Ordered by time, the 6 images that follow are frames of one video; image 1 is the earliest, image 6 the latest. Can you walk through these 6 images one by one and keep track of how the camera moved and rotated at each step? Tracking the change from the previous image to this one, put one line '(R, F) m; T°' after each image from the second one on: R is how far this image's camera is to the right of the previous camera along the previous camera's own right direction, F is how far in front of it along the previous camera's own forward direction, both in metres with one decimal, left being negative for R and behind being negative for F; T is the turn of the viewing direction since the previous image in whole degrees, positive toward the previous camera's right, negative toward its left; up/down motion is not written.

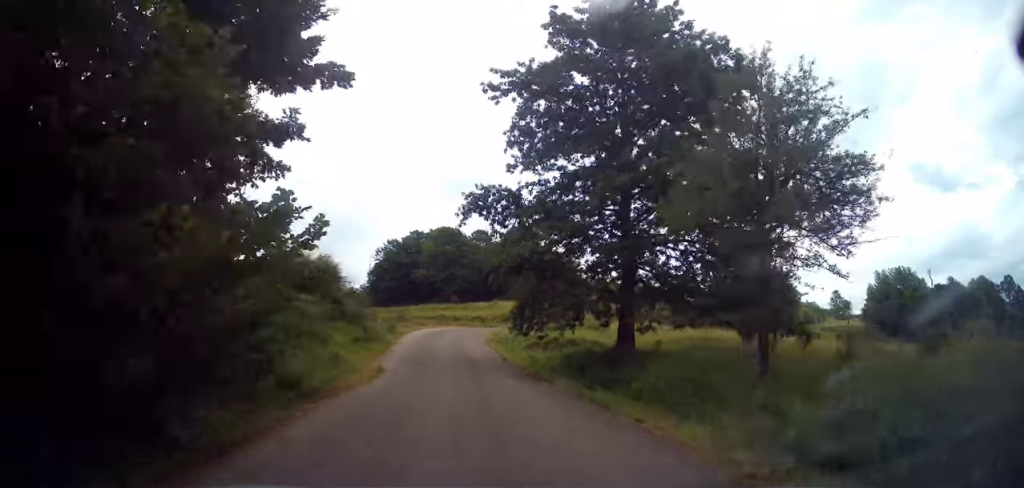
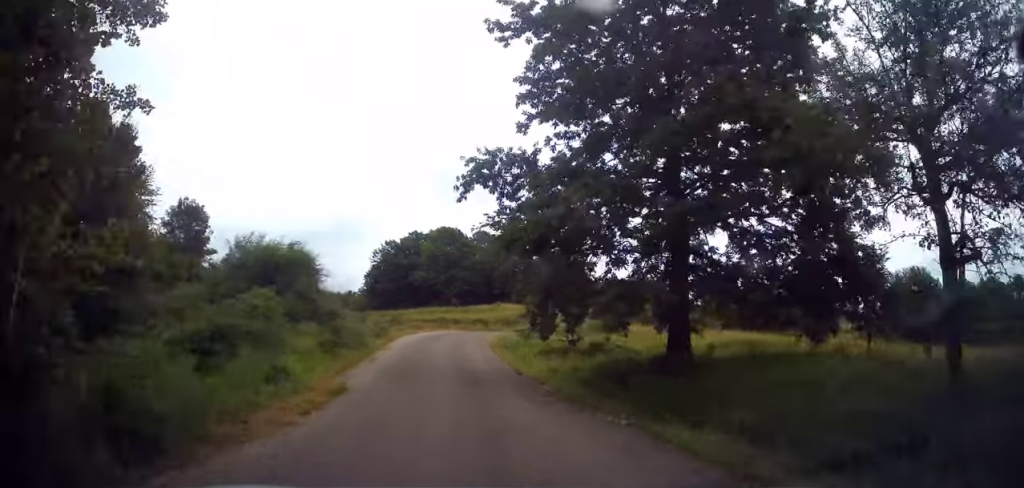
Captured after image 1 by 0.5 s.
(0.0, +4.6) m; +2°
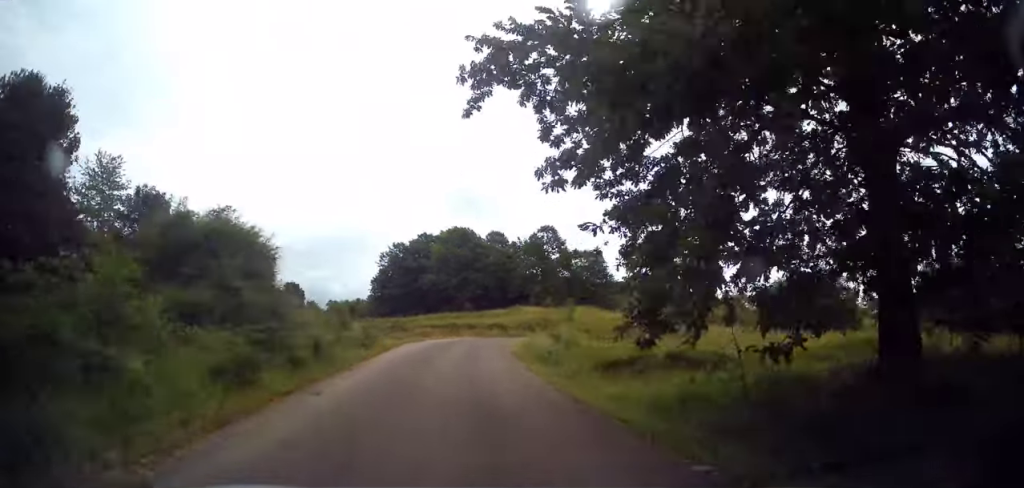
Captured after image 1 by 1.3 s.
(+0.2, +7.3) m; 0°
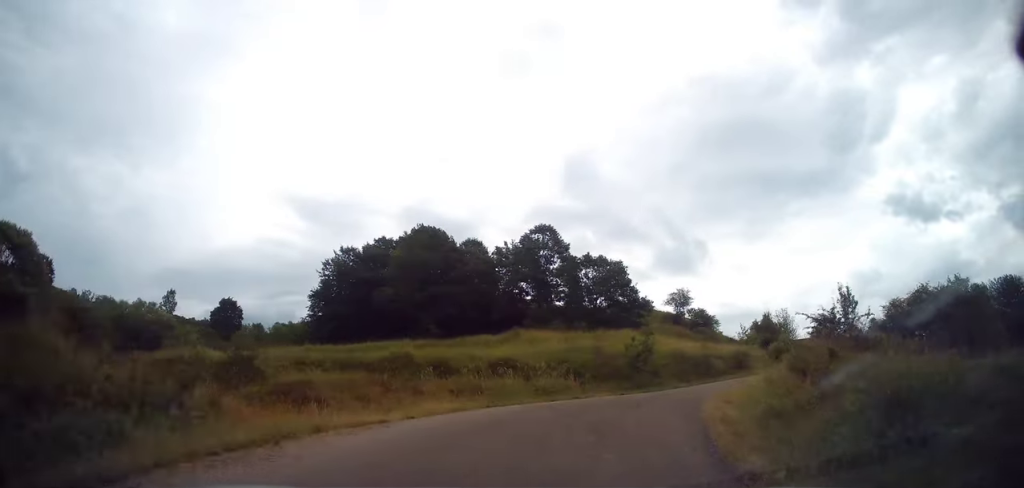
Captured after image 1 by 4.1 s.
(-1.1, +24.1) m; +8°
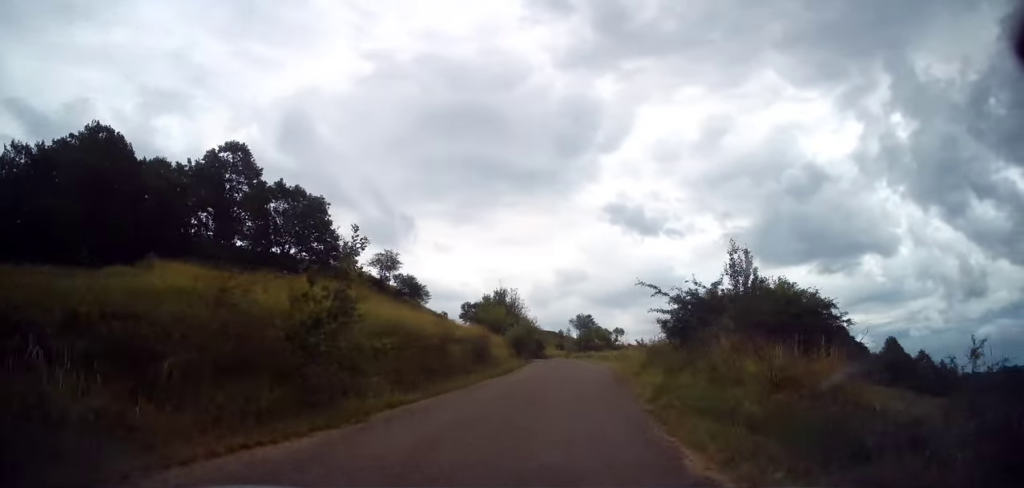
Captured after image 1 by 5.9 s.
(+3.5, +14.0) m; +32°
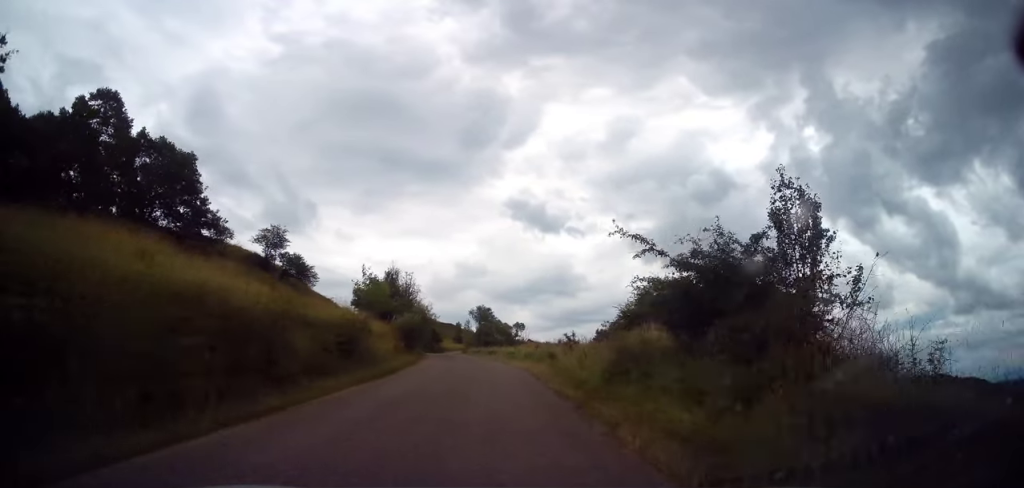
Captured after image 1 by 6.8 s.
(+1.4, +7.4) m; +6°
